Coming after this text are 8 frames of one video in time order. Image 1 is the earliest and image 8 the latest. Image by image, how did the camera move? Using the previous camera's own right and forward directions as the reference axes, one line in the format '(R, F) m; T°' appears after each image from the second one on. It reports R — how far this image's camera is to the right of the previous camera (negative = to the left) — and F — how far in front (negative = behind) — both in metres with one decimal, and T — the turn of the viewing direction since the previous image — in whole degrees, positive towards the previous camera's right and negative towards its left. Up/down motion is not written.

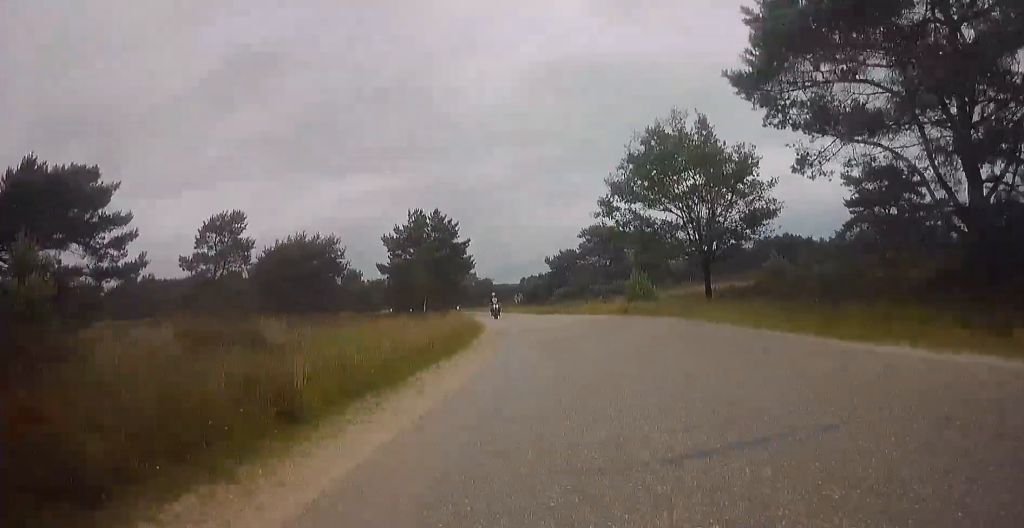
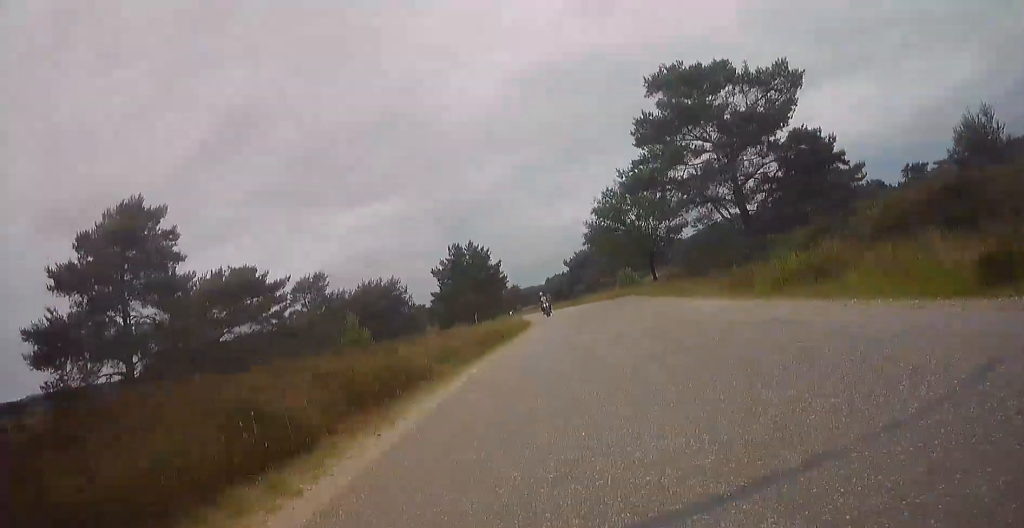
(+0.3, +16.1) m; -1°
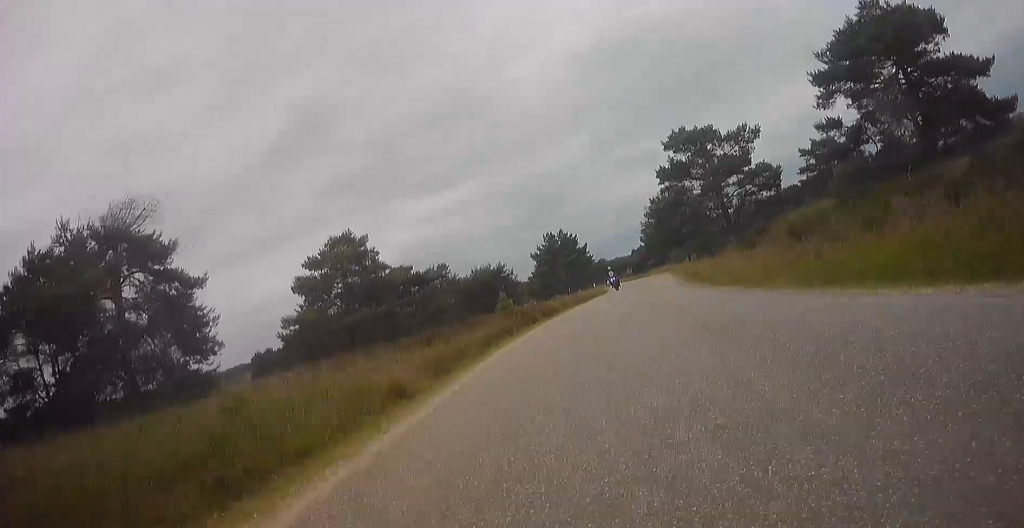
(-0.6, +17.8) m; -7°
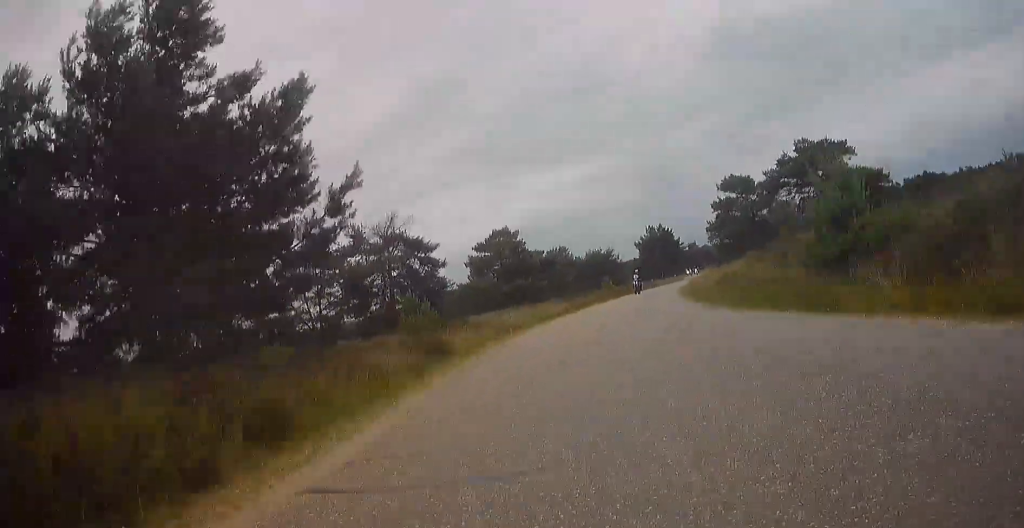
(-3.1, +22.4) m; -13°
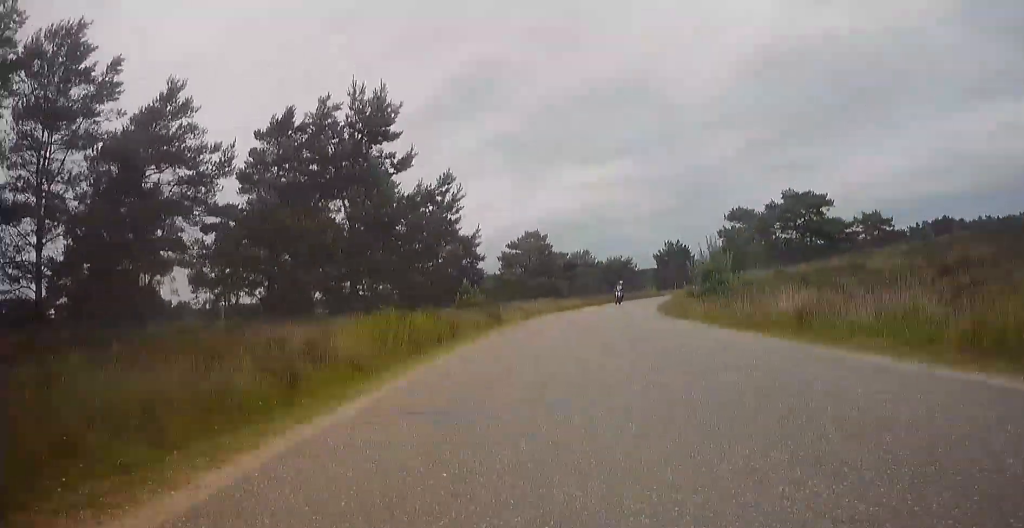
(-0.5, +9.2) m; -3°
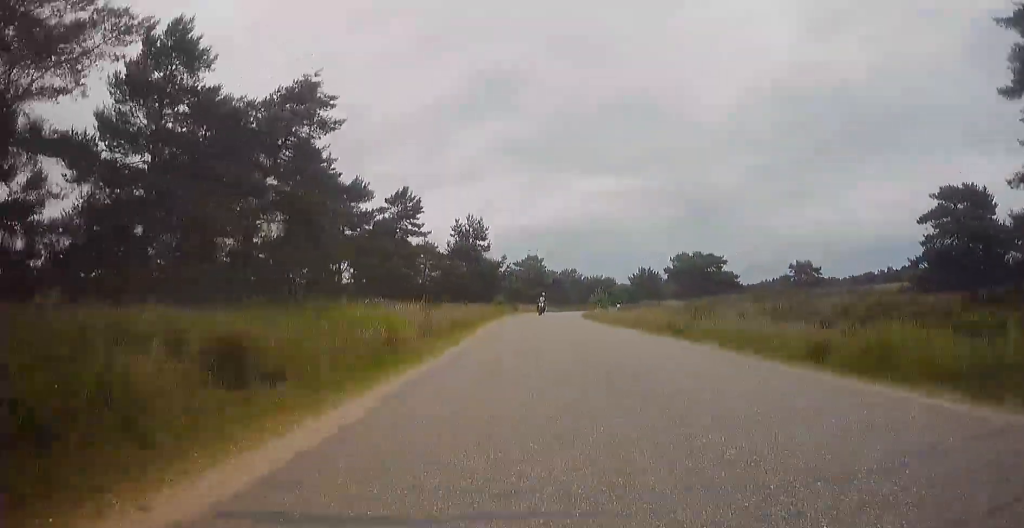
(-0.7, +29.8) m; -1°
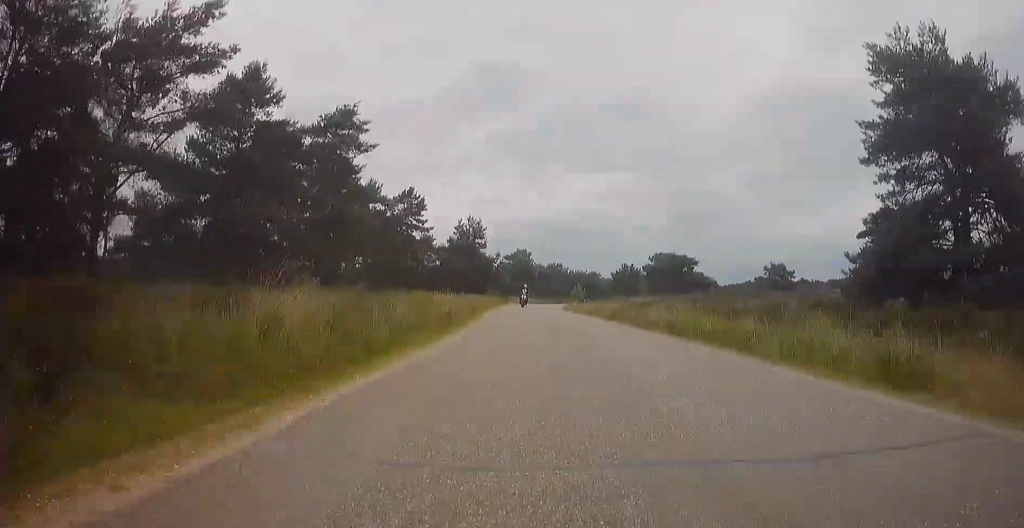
(+0.2, +8.8) m; +2°
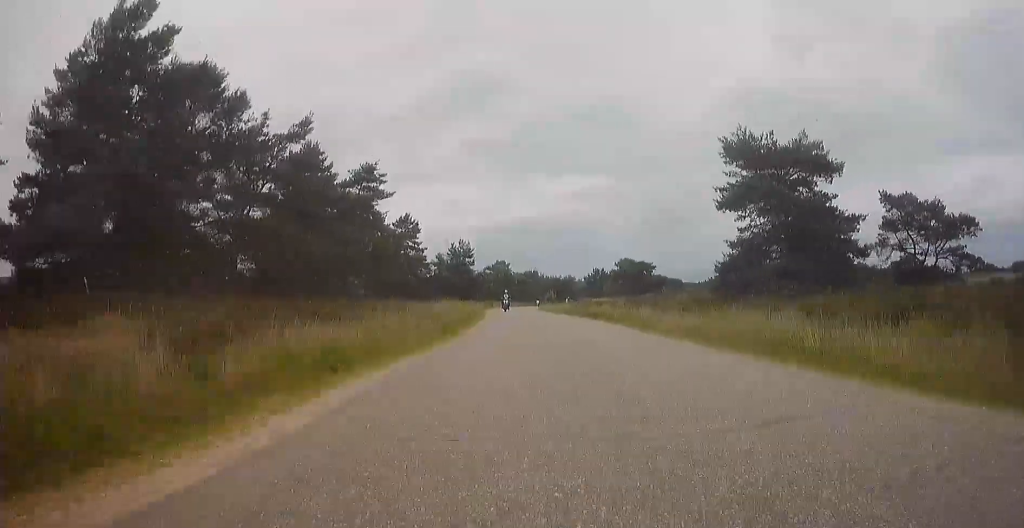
(+0.3, +13.1) m; +2°
